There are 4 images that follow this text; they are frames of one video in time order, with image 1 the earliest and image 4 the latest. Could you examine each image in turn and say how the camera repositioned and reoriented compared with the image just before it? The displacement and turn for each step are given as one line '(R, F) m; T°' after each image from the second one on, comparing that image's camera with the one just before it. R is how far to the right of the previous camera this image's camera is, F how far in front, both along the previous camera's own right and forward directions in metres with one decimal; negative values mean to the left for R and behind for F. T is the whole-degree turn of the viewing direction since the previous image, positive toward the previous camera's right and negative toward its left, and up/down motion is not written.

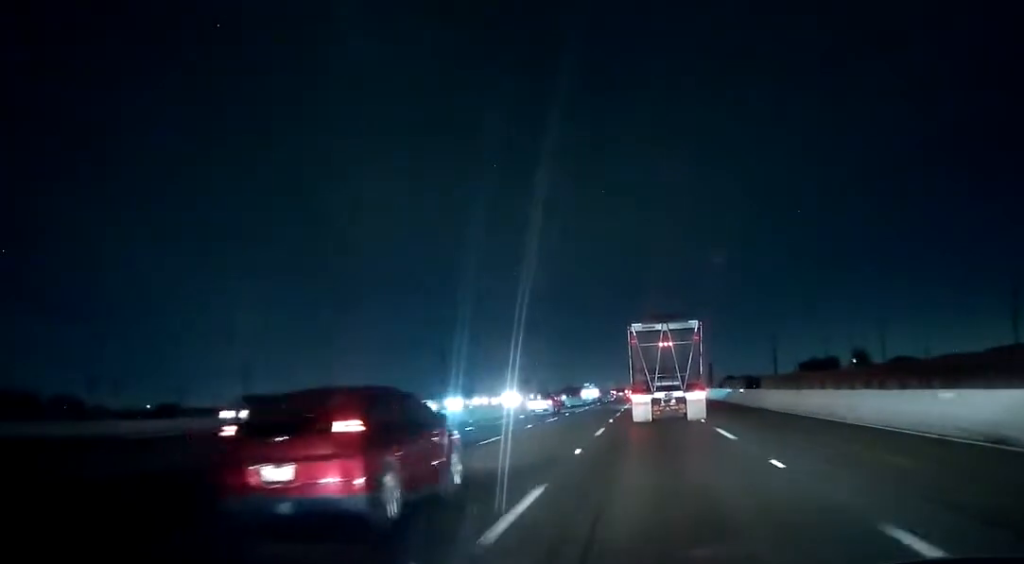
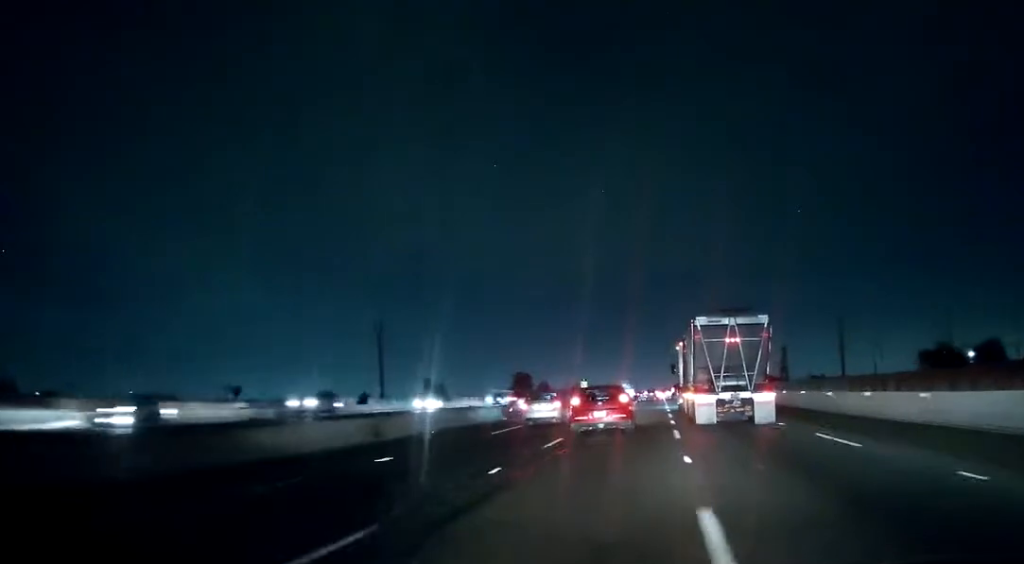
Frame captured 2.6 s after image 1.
(+0.4, +59.6) m; 0°
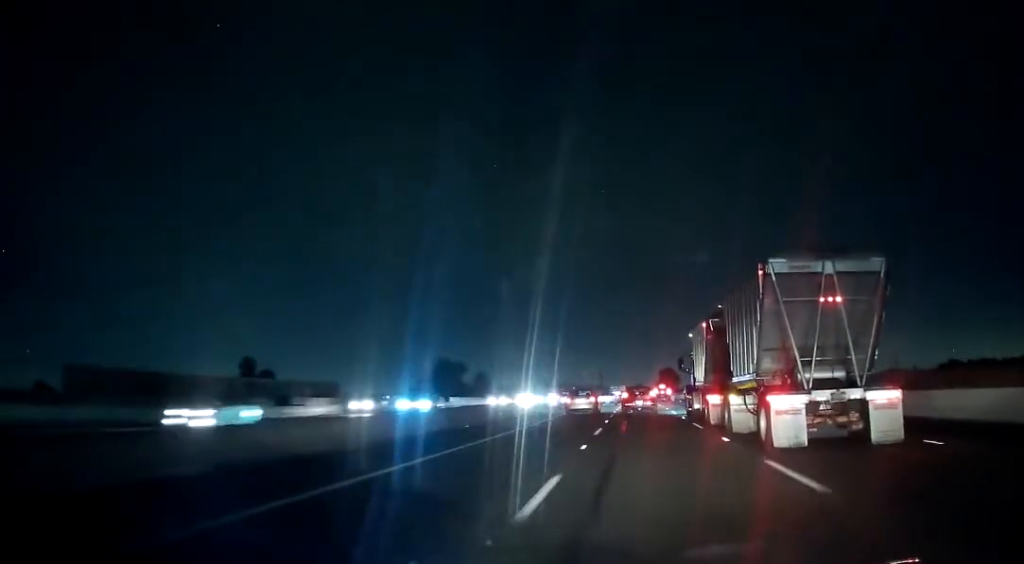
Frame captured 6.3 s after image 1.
(+0.6, +95.5) m; +1°
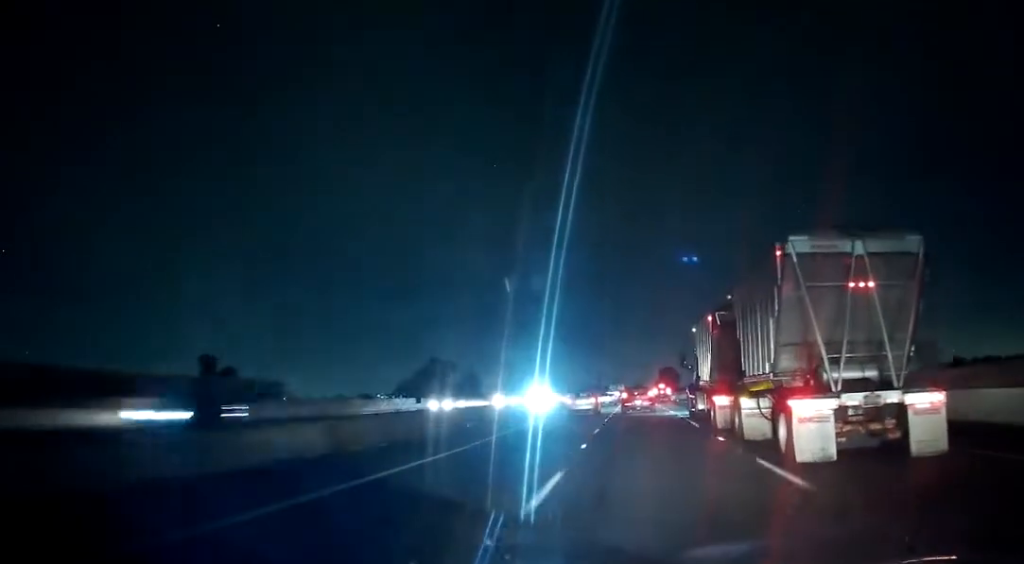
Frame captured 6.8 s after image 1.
(-0.1, +13.3) m; 0°
